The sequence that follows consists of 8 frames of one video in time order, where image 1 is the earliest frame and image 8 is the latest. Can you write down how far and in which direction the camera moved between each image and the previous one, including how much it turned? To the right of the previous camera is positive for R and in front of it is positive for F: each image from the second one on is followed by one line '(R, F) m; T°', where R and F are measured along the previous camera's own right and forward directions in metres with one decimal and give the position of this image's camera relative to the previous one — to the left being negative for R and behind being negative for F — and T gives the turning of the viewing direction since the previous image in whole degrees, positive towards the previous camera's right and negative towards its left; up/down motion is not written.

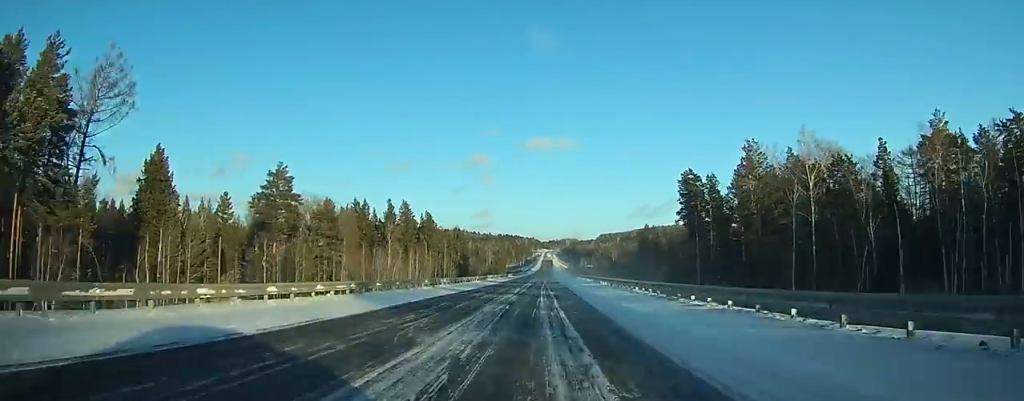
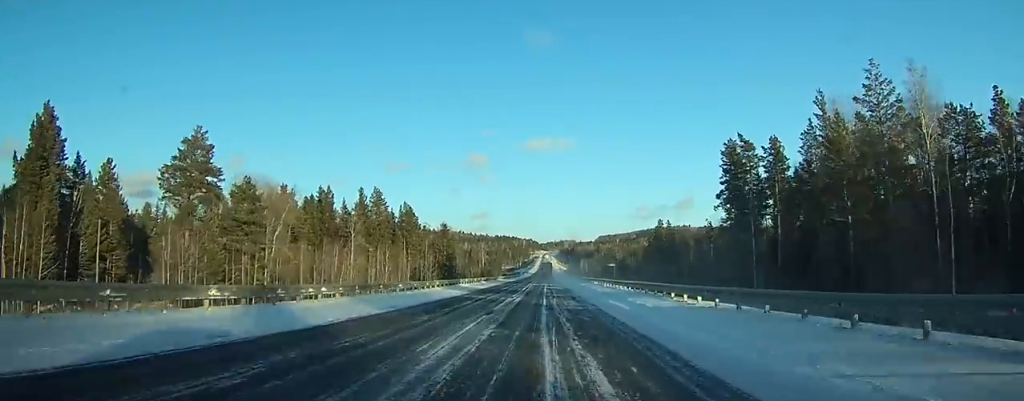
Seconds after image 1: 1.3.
(+0.1, +27.9) m; 0°
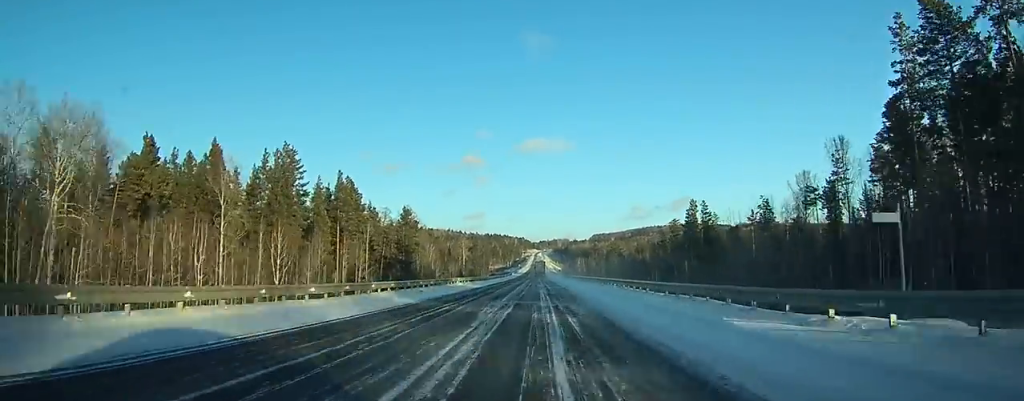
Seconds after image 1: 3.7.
(+0.3, +48.9) m; +1°
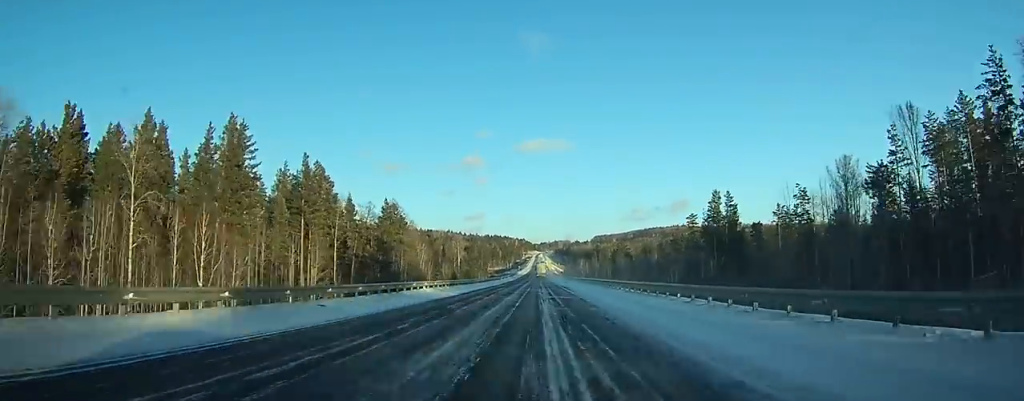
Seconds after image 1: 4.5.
(+0.1, +18.2) m; 0°
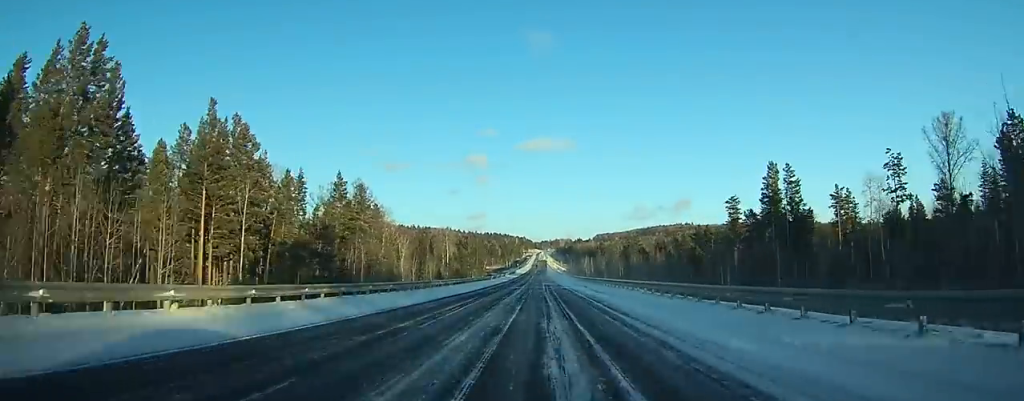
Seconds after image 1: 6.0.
(0.0, +30.8) m; 0°
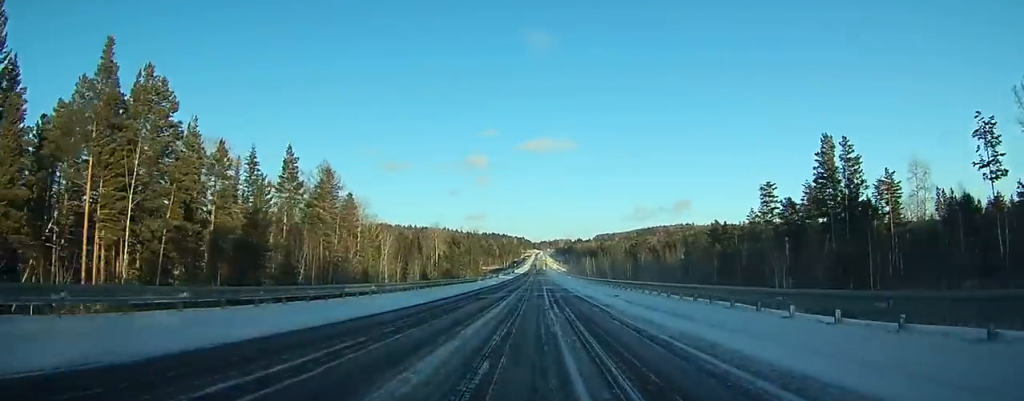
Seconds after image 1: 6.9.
(0.0, +19.7) m; 0°
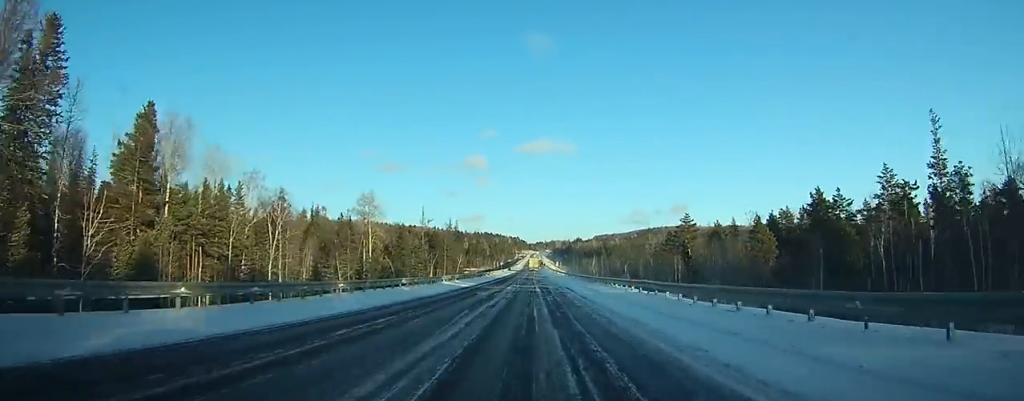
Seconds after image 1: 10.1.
(+0.2, +67.6) m; 0°
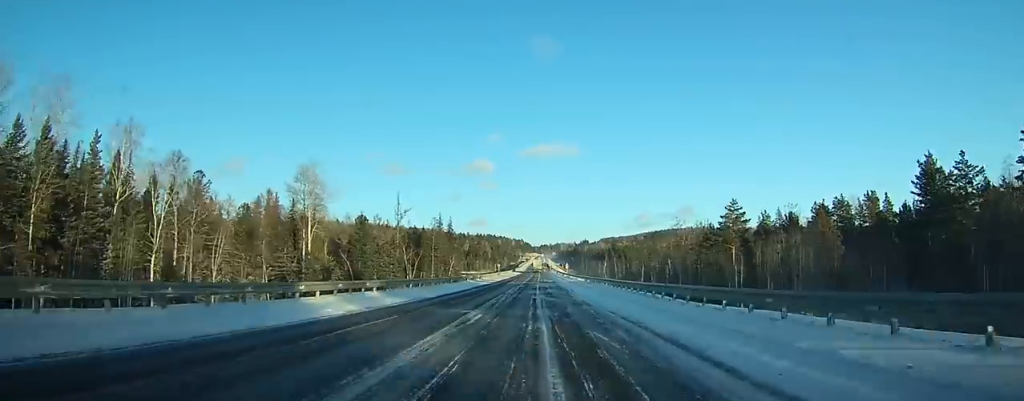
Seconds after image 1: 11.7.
(0.0, +32.6) m; 0°
